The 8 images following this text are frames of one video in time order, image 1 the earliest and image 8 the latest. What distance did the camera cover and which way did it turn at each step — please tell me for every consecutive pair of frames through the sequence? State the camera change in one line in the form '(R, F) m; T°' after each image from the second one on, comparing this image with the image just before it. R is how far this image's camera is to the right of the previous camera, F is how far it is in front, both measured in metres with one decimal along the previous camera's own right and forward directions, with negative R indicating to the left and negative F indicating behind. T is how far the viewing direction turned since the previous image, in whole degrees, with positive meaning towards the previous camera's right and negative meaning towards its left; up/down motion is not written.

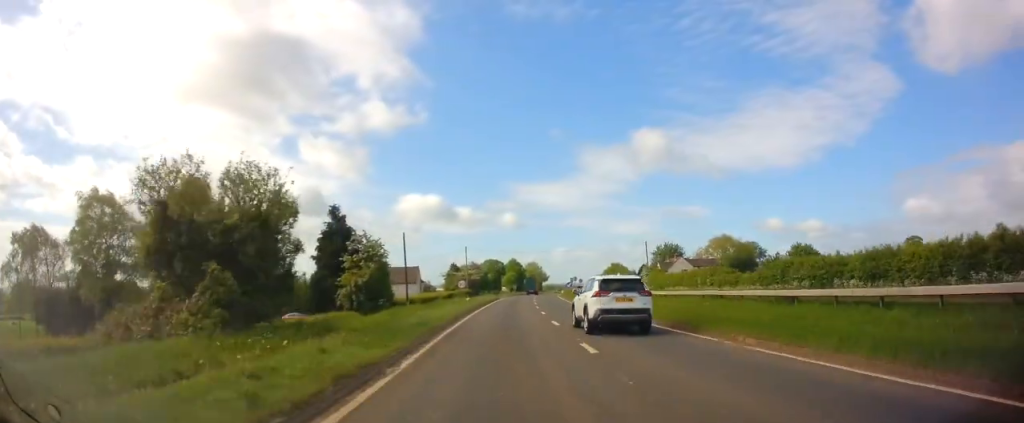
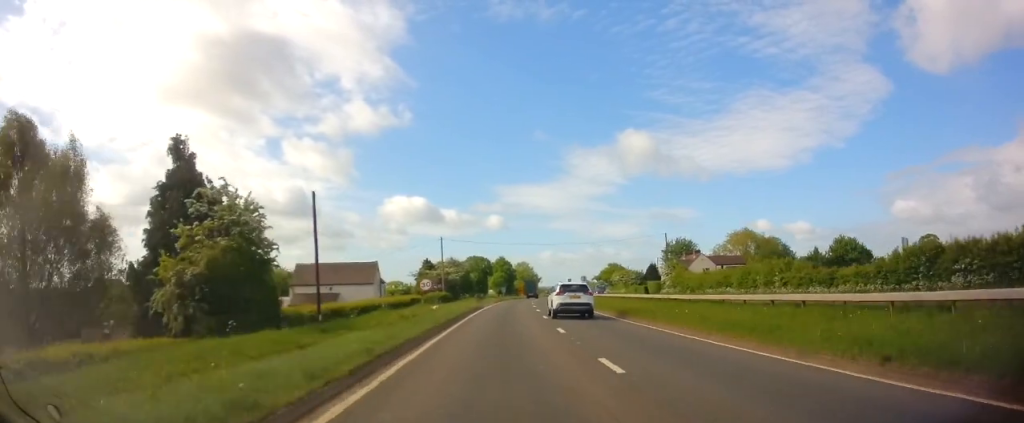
(+0.1, +20.1) m; +2°
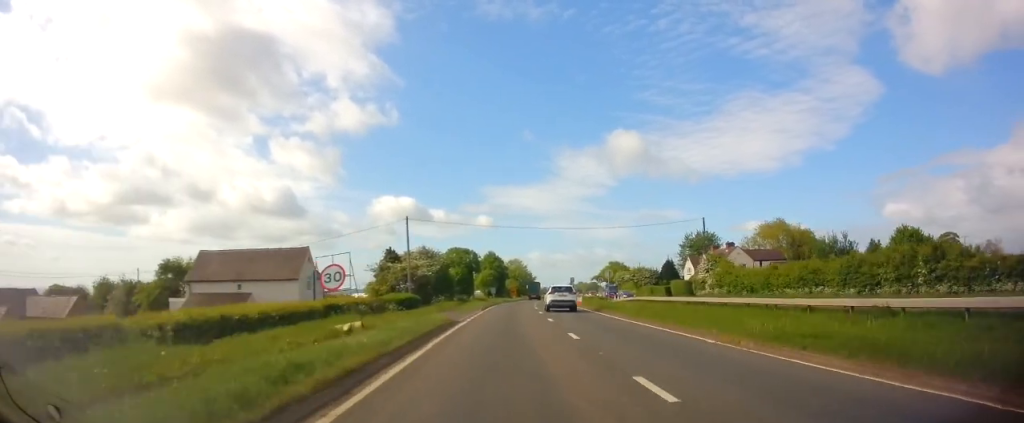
(+0.4, +19.8) m; +2°
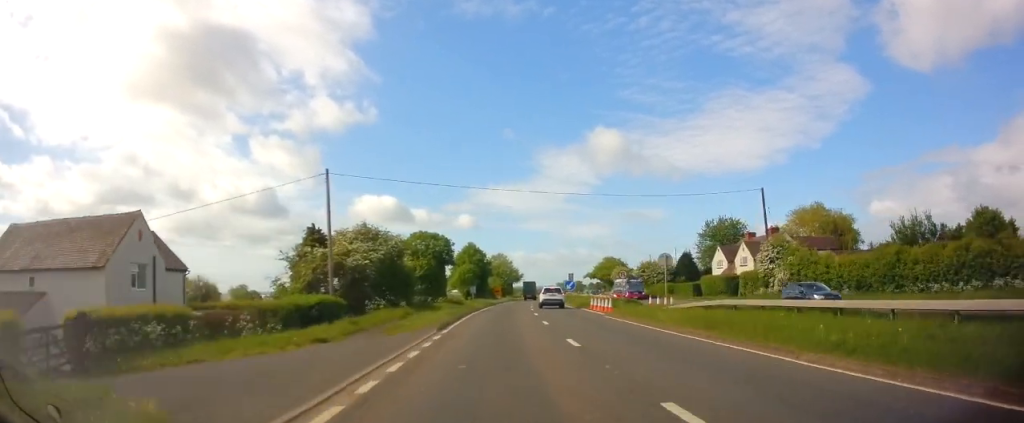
(+0.2, +19.3) m; +1°
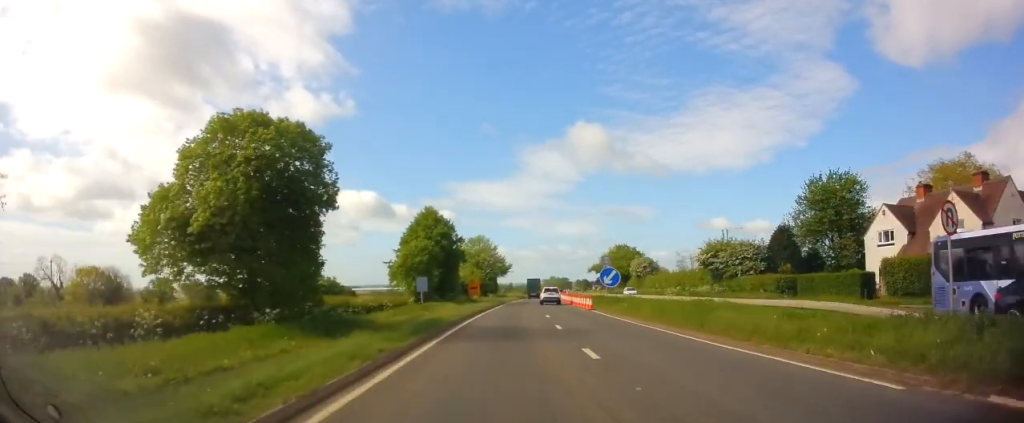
(+0.7, +36.8) m; +2°
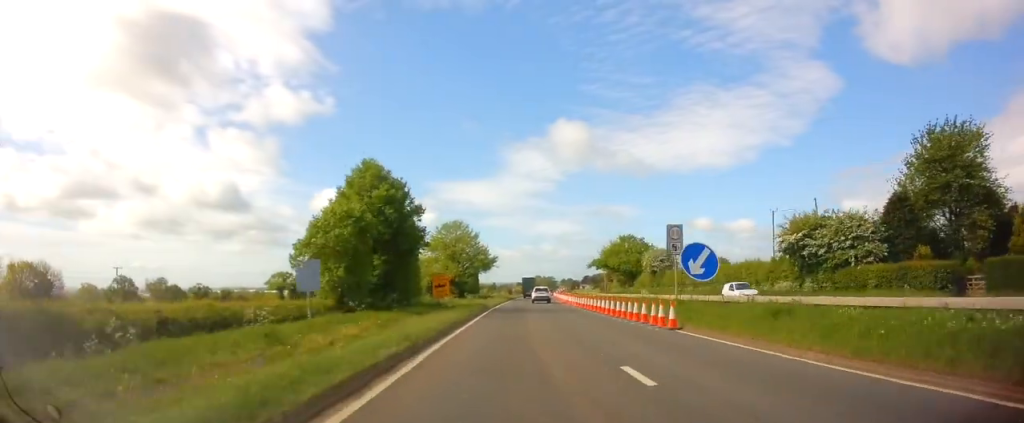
(+0.1, +20.5) m; +1°
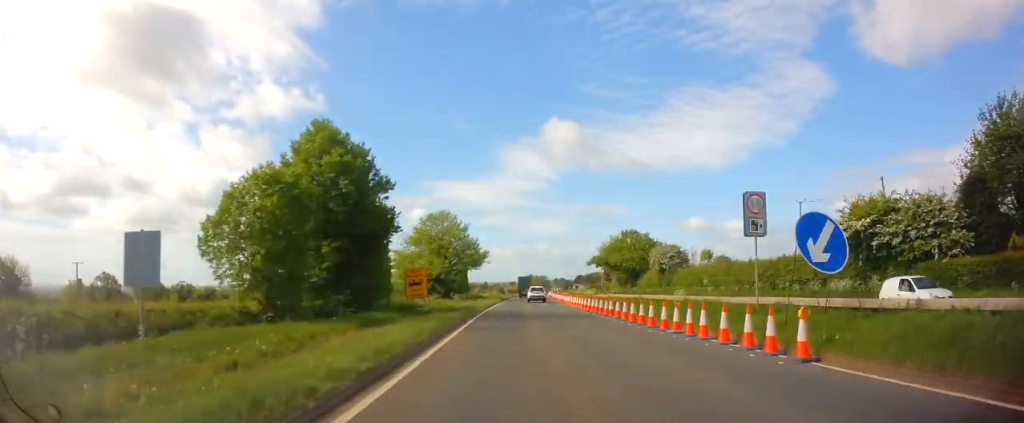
(+0.1, +8.5) m; 0°
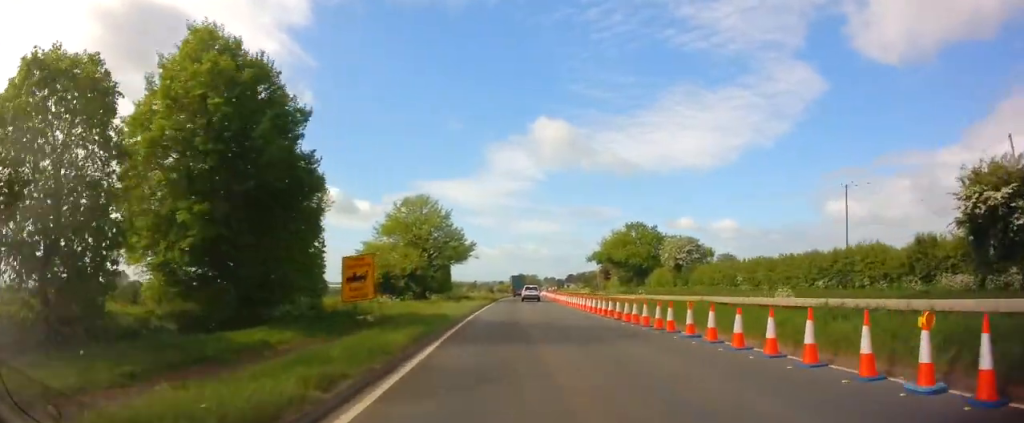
(+0.1, +11.0) m; +1°
